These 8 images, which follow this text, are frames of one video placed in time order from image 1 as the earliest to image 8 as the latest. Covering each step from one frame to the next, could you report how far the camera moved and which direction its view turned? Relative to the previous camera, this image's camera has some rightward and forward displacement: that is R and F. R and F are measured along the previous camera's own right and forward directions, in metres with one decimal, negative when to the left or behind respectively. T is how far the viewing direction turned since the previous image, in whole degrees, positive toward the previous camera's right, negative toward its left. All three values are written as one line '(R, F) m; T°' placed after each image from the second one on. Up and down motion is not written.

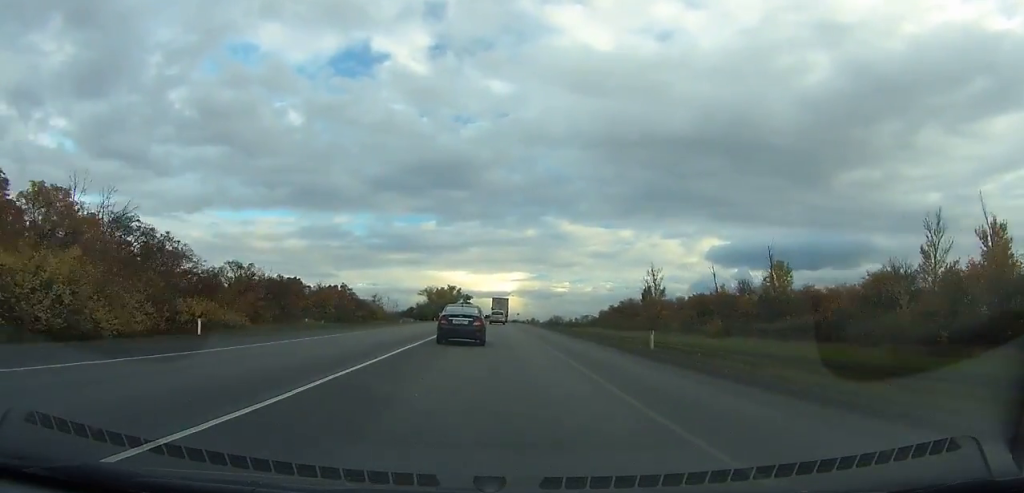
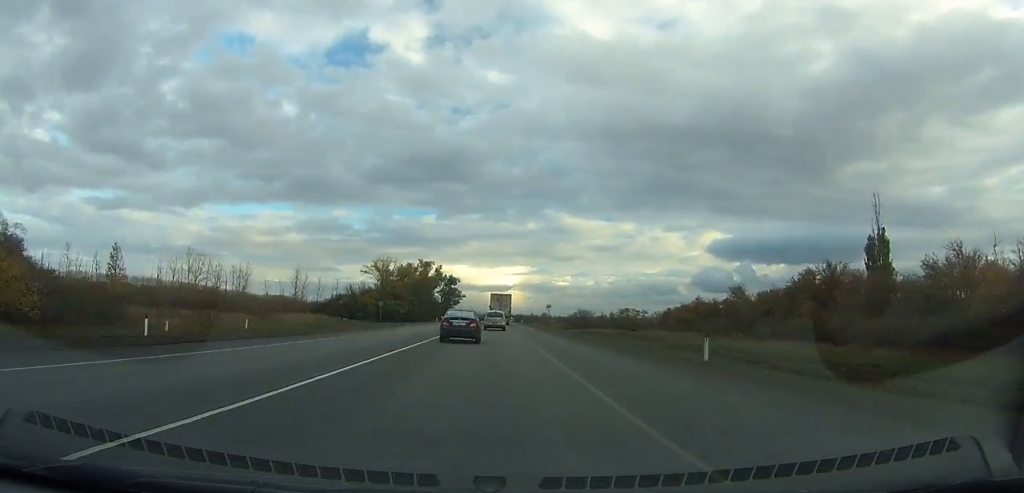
(-0.1, +96.4) m; 0°
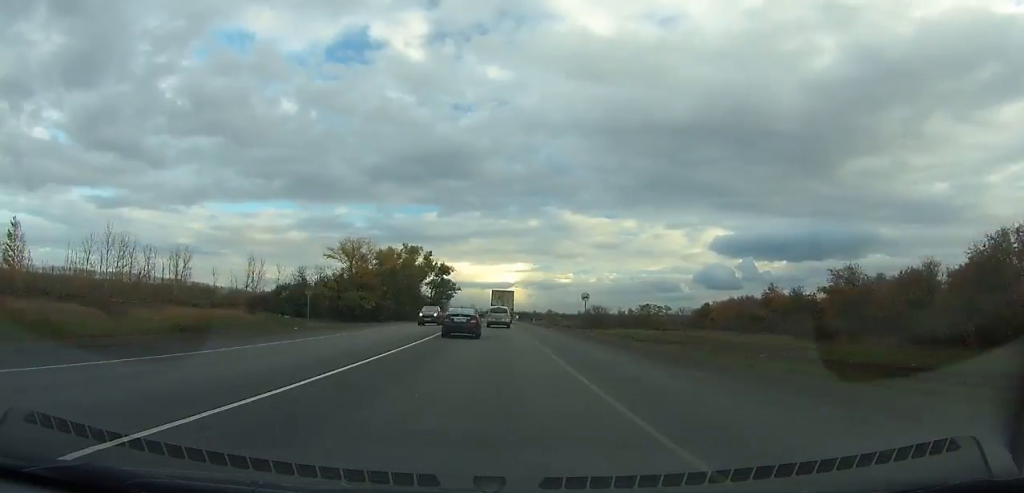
(-0.1, +29.3) m; 0°
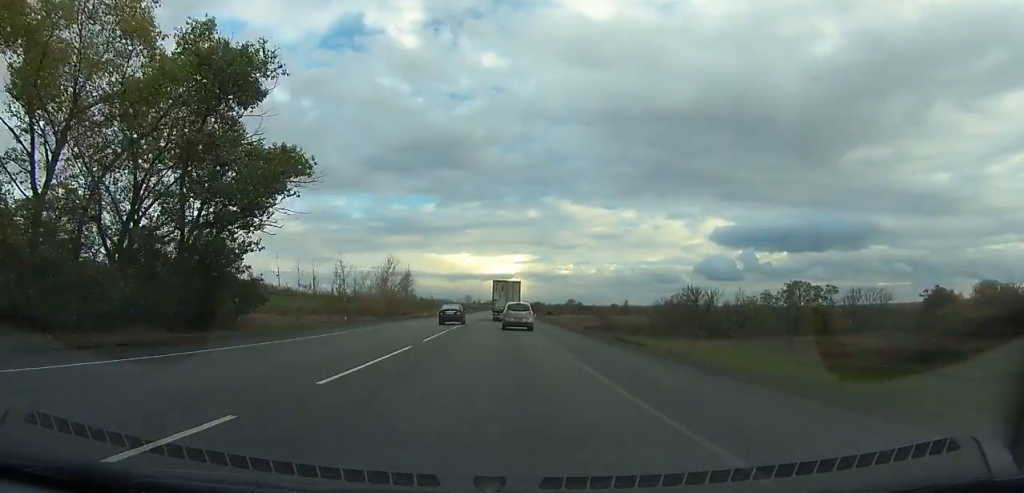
(-0.2, +109.4) m; 0°
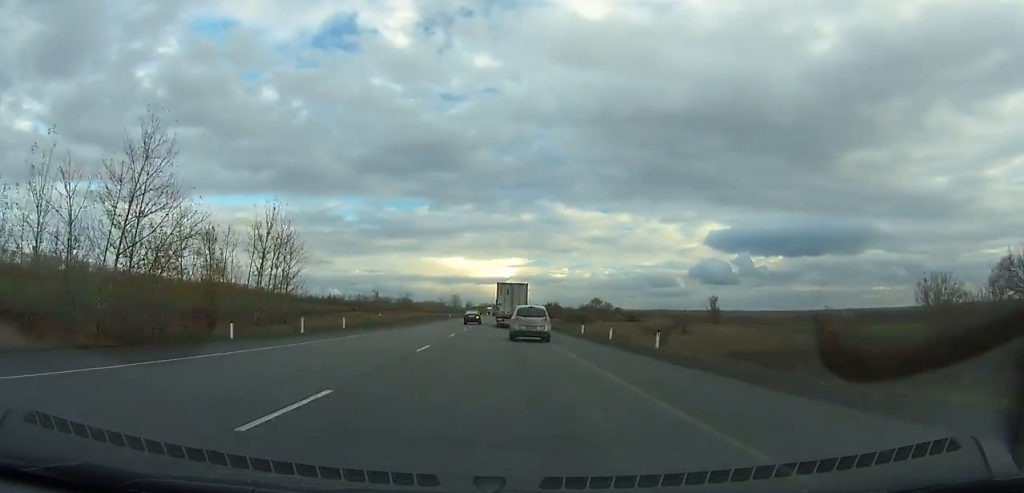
(-0.3, +88.9) m; 0°
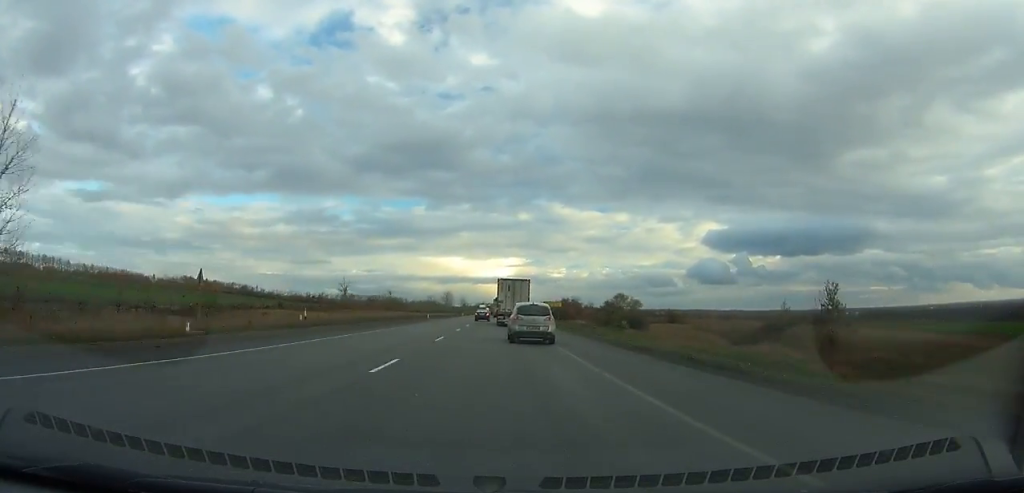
(+0.2, +43.9) m; 0°
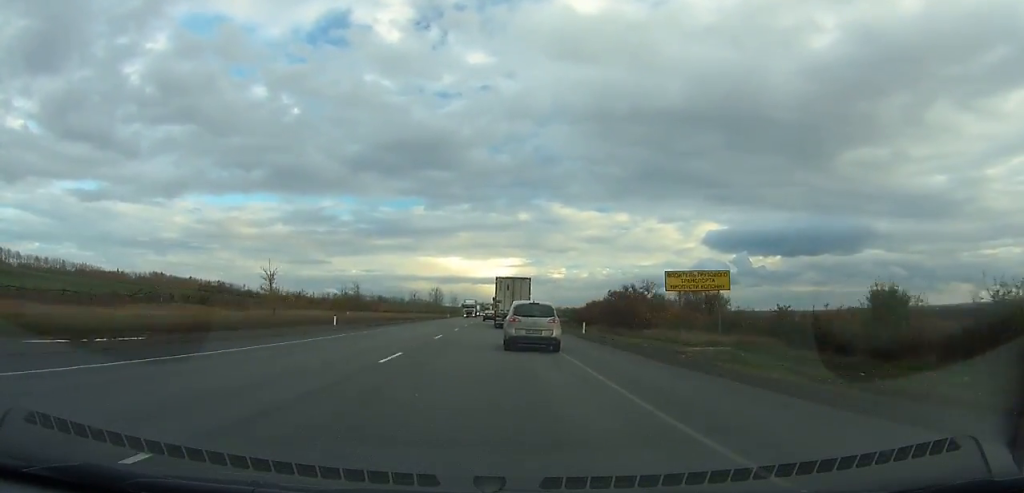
(+0.3, +61.2) m; 0°
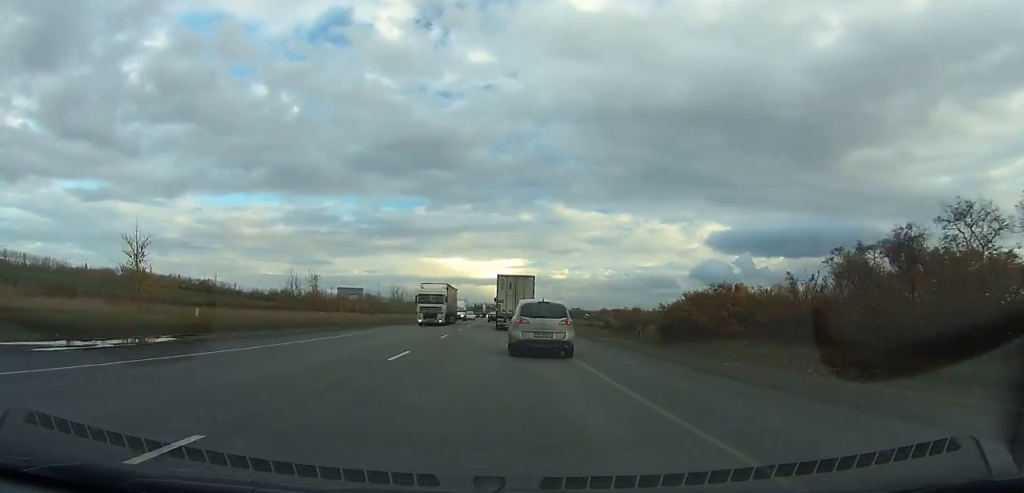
(+0.3, +47.4) m; 0°
